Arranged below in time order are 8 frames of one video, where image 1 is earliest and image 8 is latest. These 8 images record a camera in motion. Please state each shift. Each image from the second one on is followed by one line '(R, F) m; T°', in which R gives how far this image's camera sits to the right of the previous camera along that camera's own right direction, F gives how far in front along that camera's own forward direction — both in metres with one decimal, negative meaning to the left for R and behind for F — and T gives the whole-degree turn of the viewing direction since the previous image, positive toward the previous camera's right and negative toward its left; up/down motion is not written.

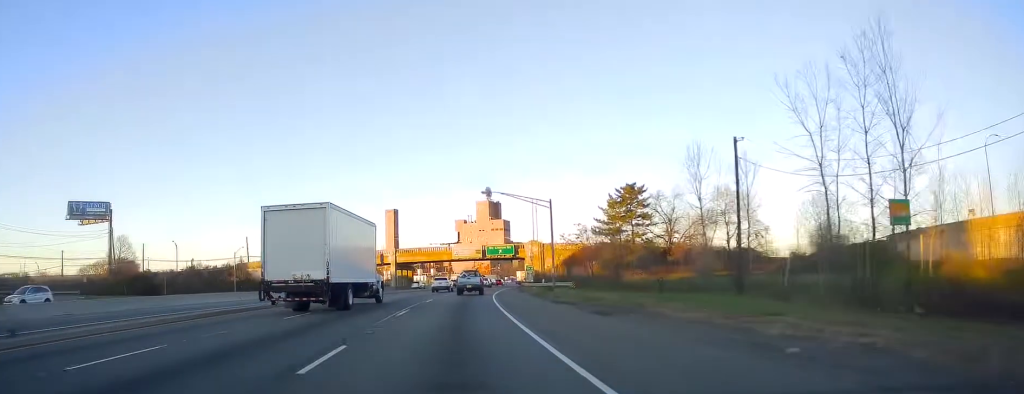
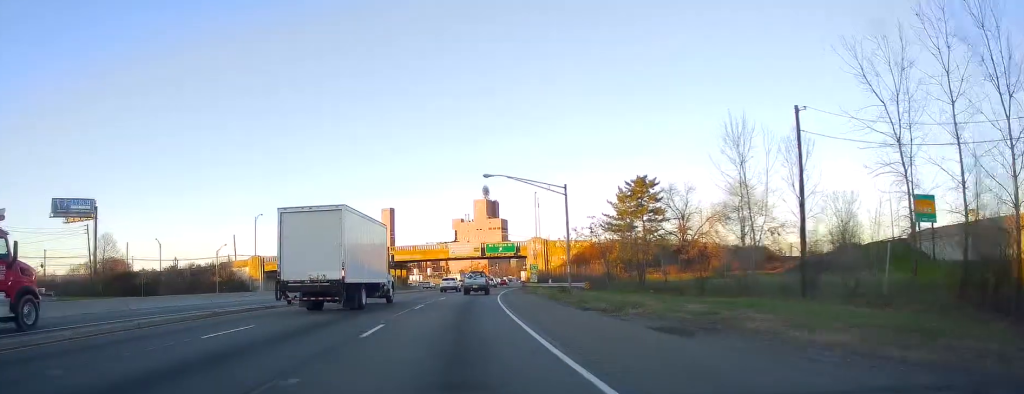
(0.0, +7.6) m; 0°
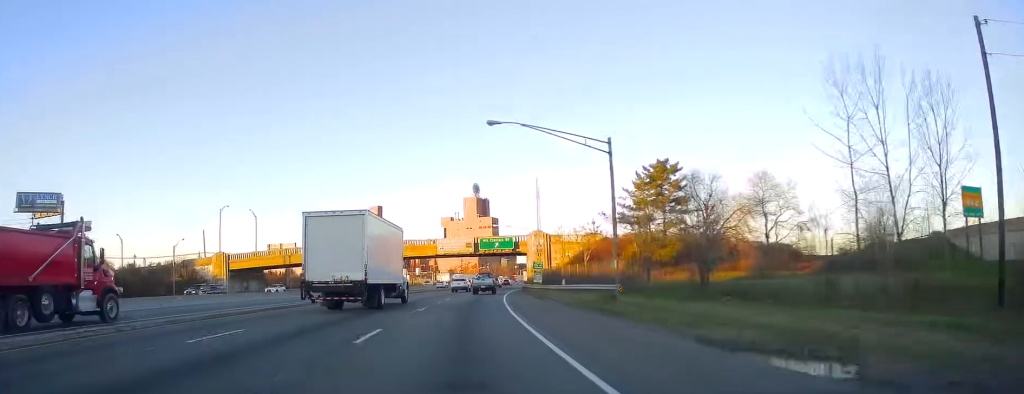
(0.0, +13.5) m; +1°
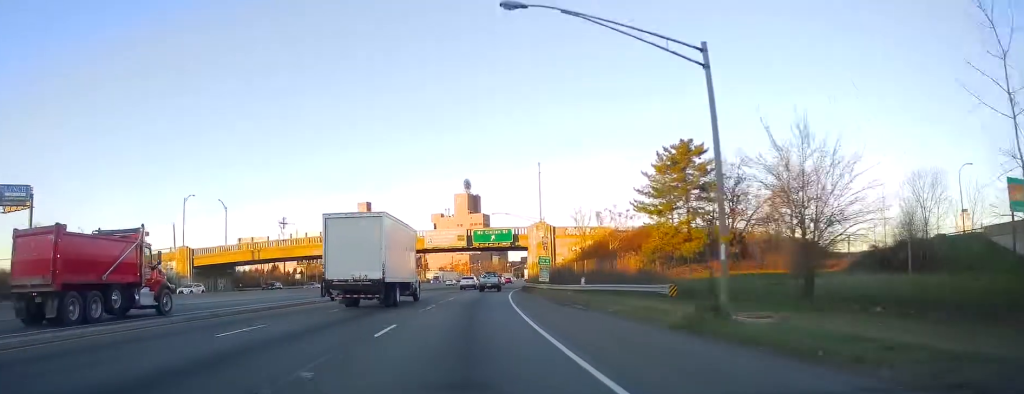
(+0.2, +10.9) m; +1°
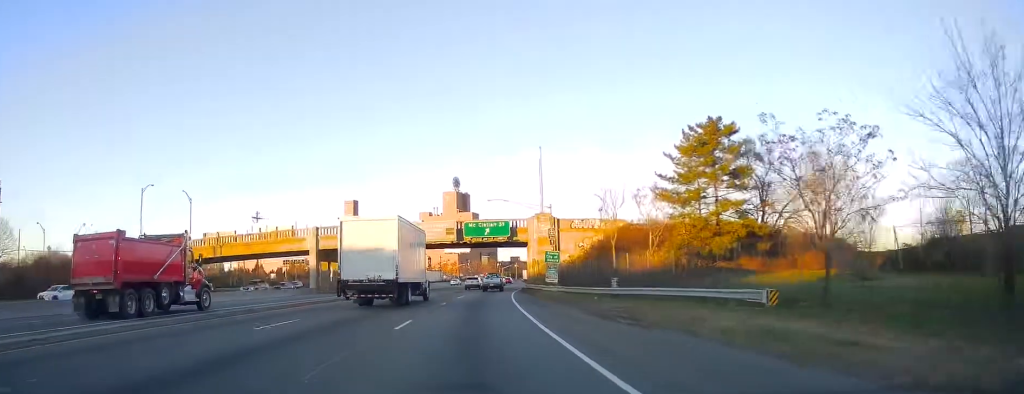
(+0.1, +10.8) m; 0°
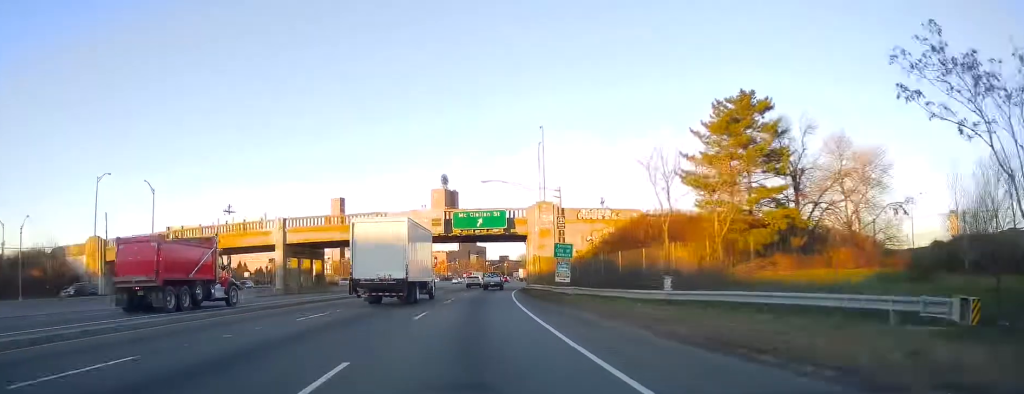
(0.0, +9.0) m; 0°
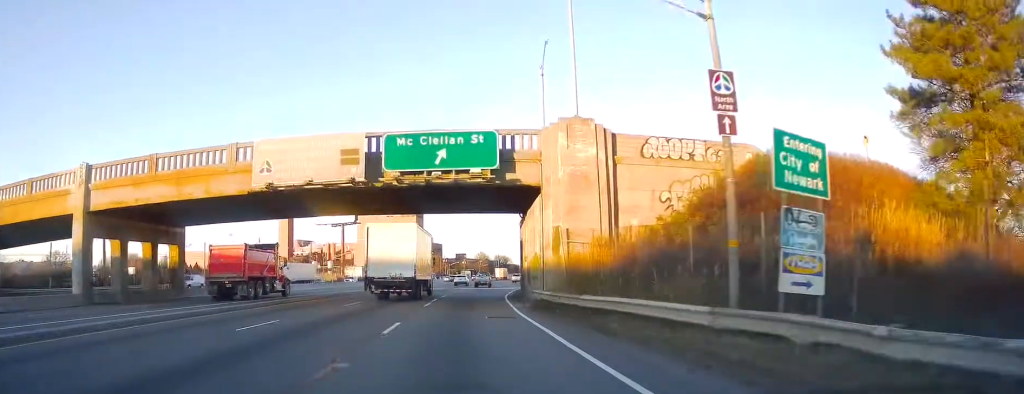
(+0.4, +29.2) m; +3°
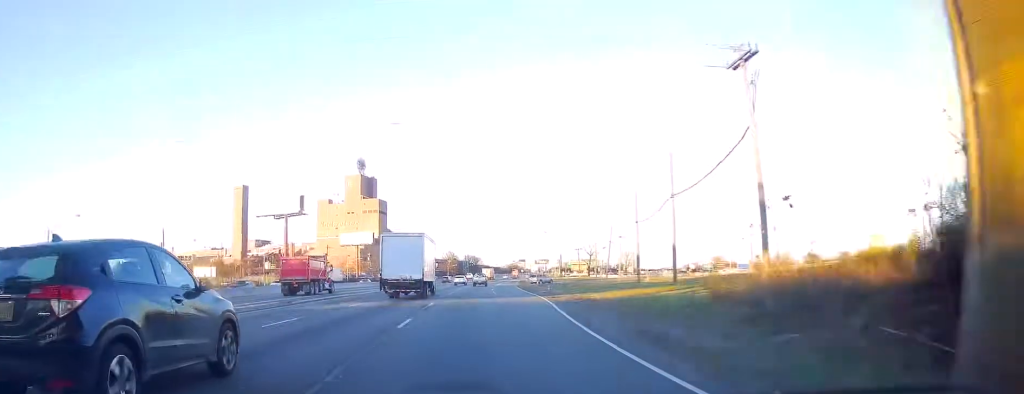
(+1.9, +35.5) m; +4°
